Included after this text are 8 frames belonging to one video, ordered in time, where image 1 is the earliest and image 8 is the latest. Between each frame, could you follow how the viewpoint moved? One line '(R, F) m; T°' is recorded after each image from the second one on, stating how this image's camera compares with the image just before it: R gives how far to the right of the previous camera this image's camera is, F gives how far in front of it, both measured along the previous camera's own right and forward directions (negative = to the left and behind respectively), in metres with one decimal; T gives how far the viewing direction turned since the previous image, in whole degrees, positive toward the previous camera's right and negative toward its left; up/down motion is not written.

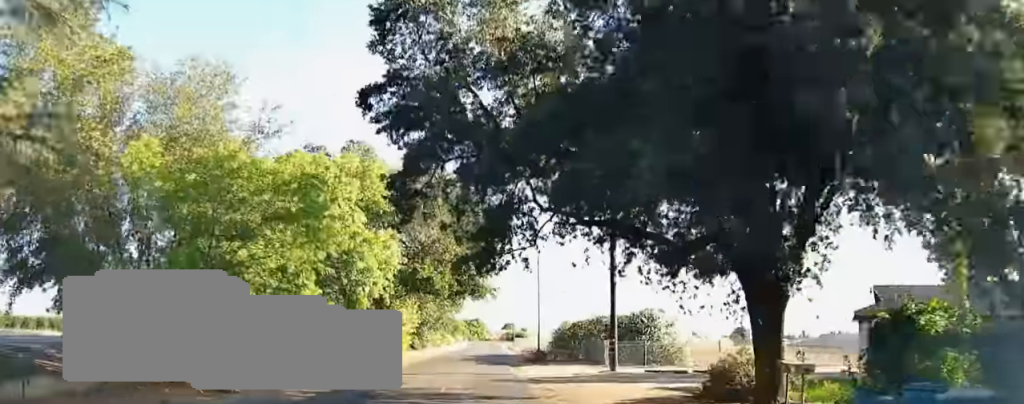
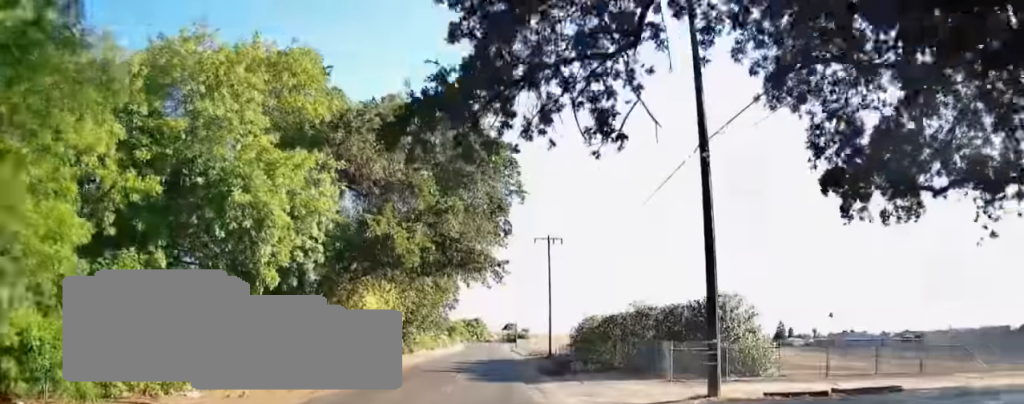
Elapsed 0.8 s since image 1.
(+0.1, +13.7) m; +1°
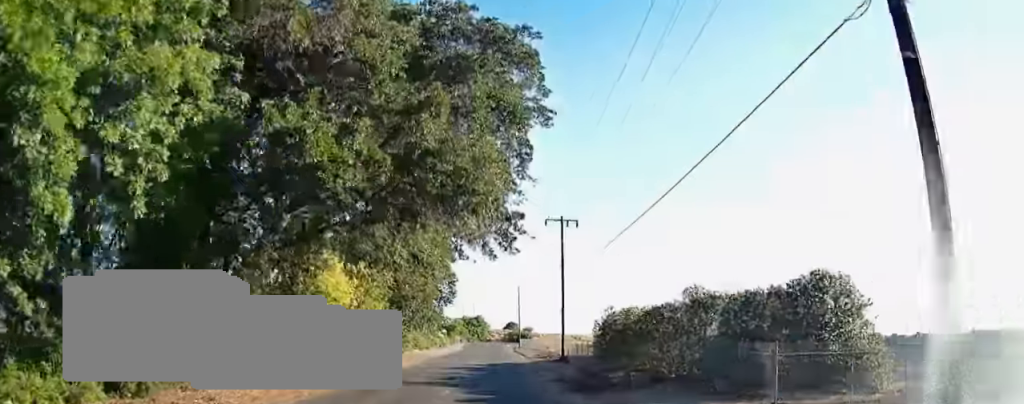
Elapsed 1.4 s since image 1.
(+0.4, +9.9) m; 0°
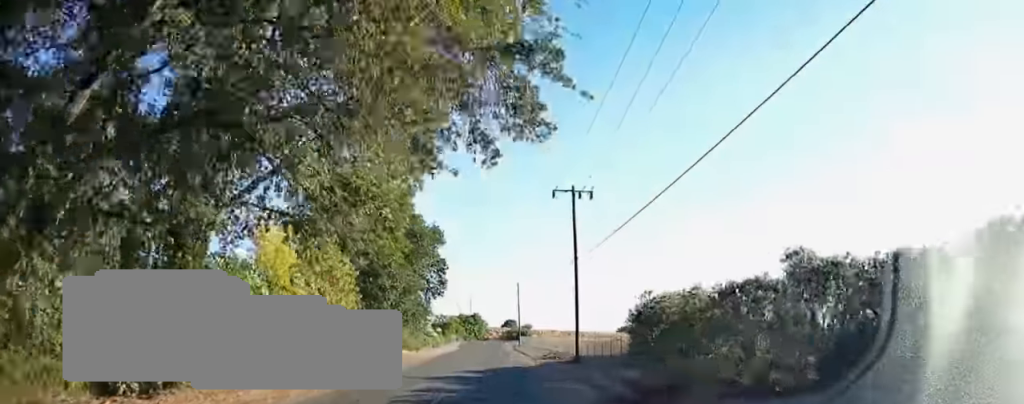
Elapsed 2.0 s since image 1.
(-0.1, +9.4) m; -1°
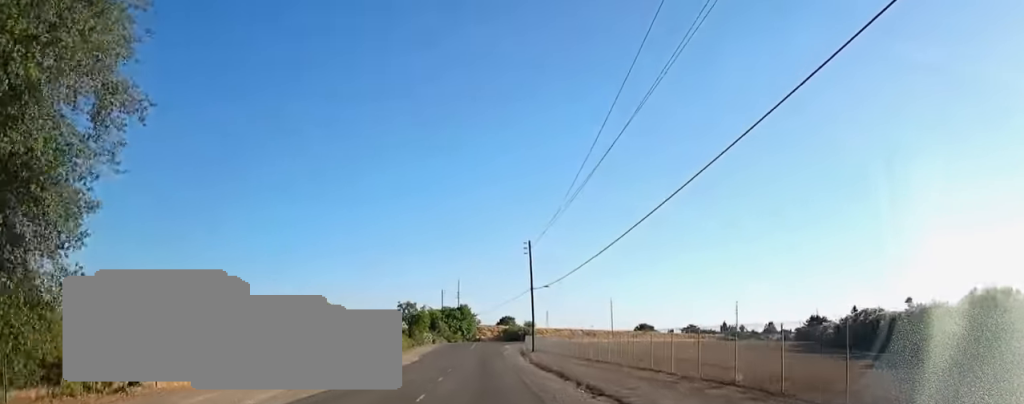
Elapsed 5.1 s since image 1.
(-1.3, +51.0) m; -1°
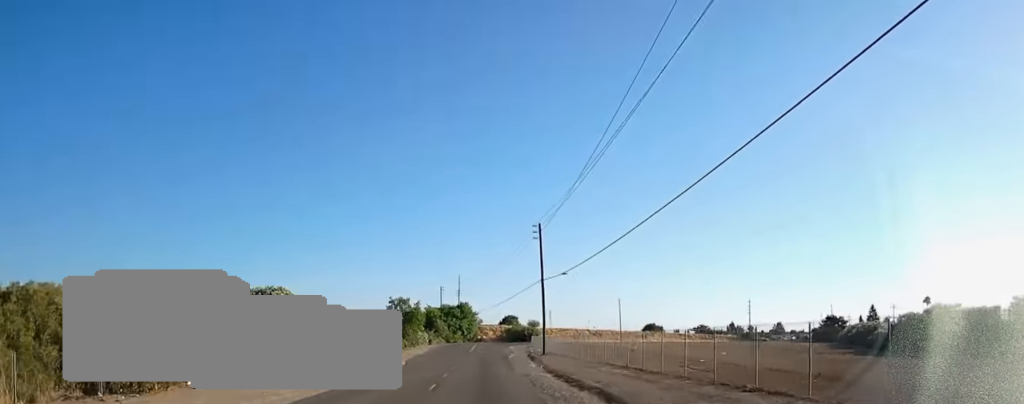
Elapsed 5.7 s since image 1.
(0.0, +10.6) m; 0°
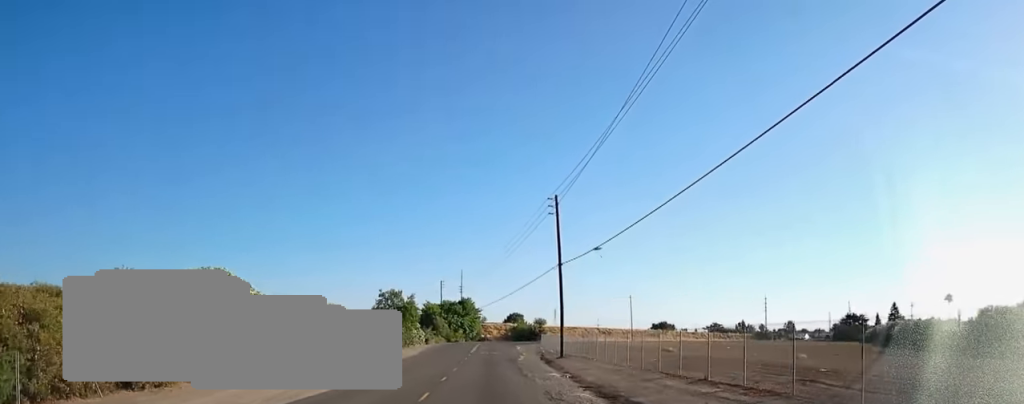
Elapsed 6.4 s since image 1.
(0.0, +11.1) m; 0°
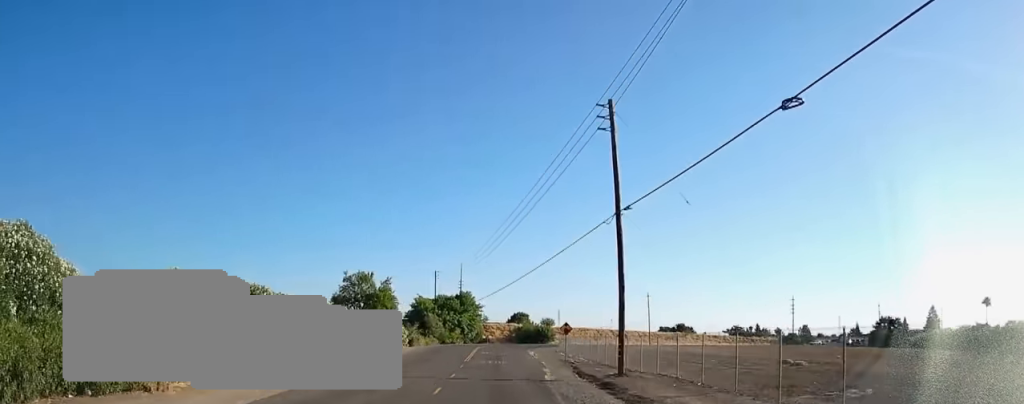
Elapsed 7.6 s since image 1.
(0.0, +20.4) m; 0°
